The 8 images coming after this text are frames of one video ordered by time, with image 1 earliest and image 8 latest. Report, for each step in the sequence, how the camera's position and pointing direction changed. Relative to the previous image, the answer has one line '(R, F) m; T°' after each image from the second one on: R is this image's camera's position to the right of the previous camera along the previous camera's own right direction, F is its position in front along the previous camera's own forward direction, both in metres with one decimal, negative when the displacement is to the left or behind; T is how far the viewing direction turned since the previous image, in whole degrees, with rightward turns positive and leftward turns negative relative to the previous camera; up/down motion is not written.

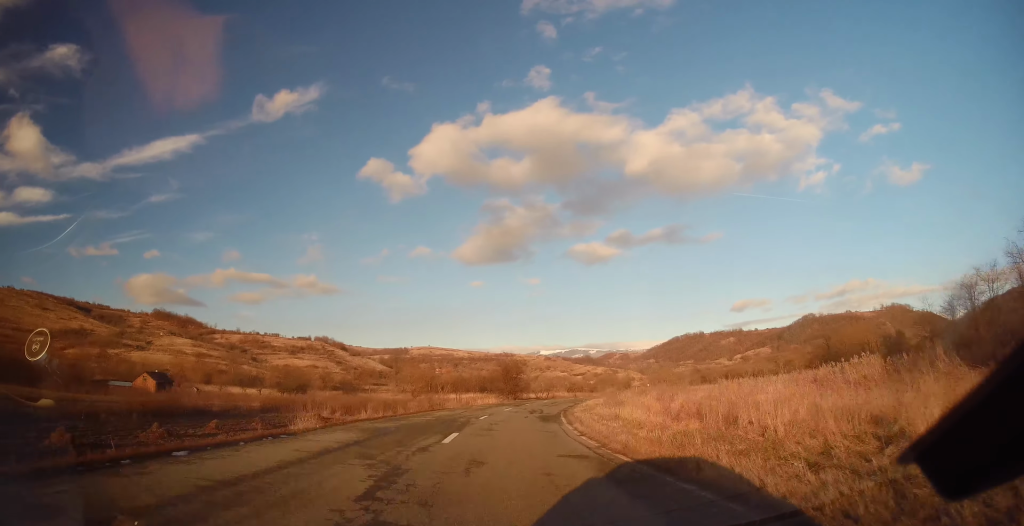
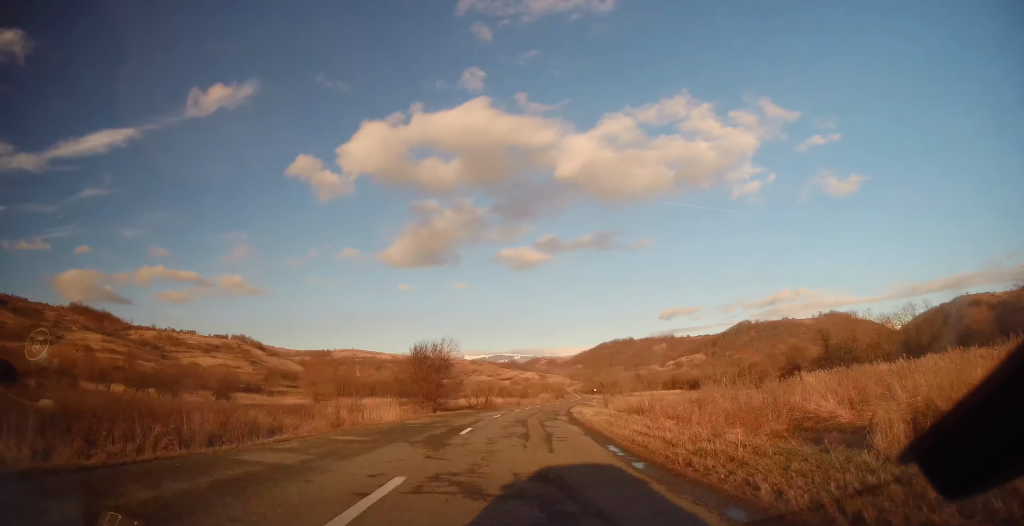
(+1.9, +32.2) m; +8°
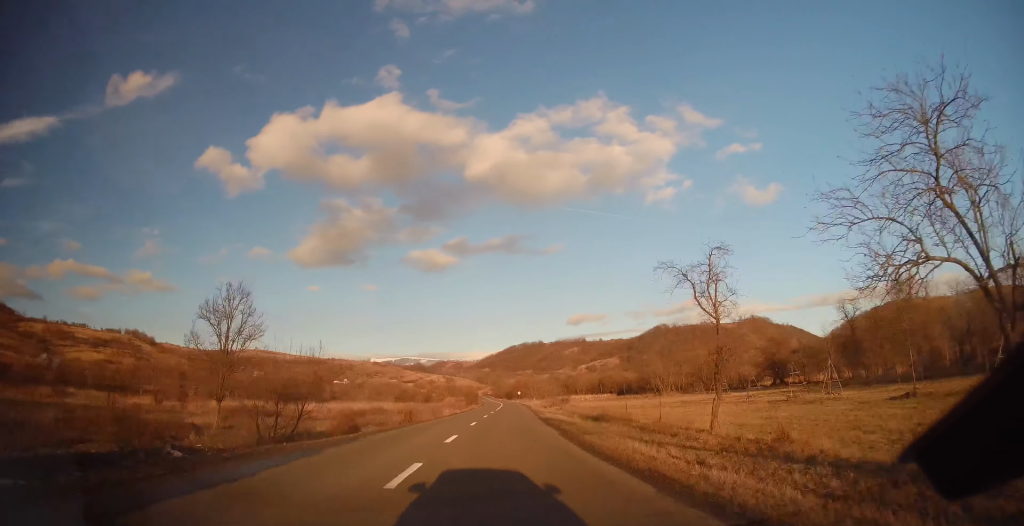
(+3.8, +41.9) m; +8°
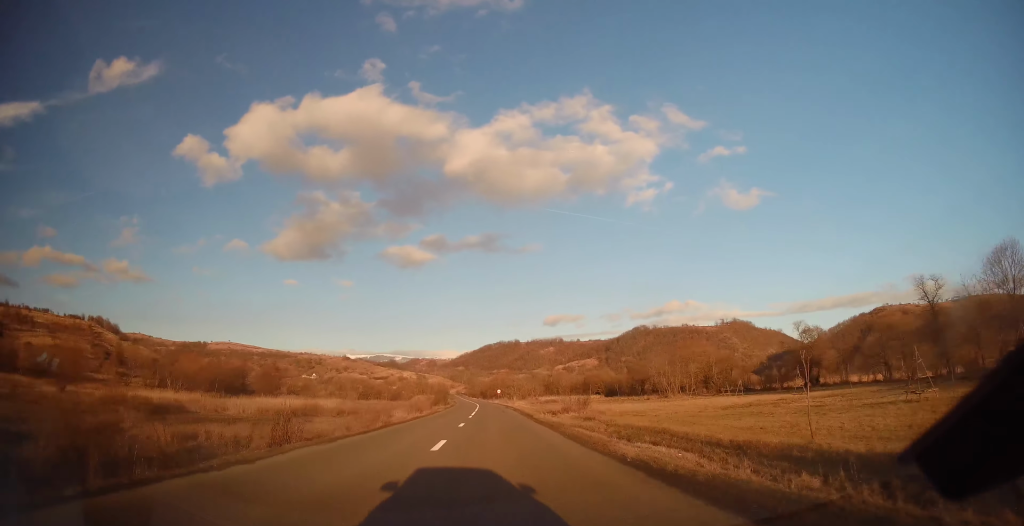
(+0.7, +26.4) m; +1°
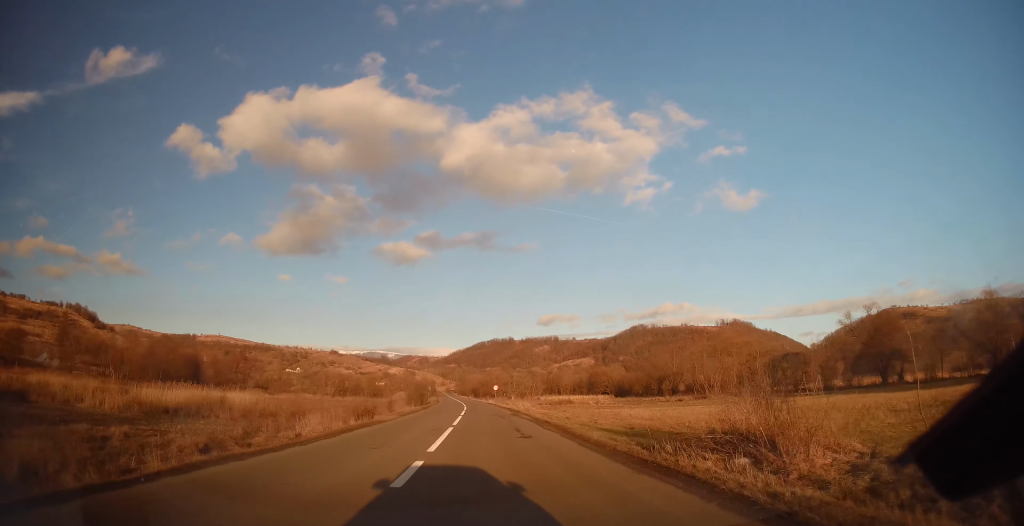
(-0.3, +28.6) m; 0°
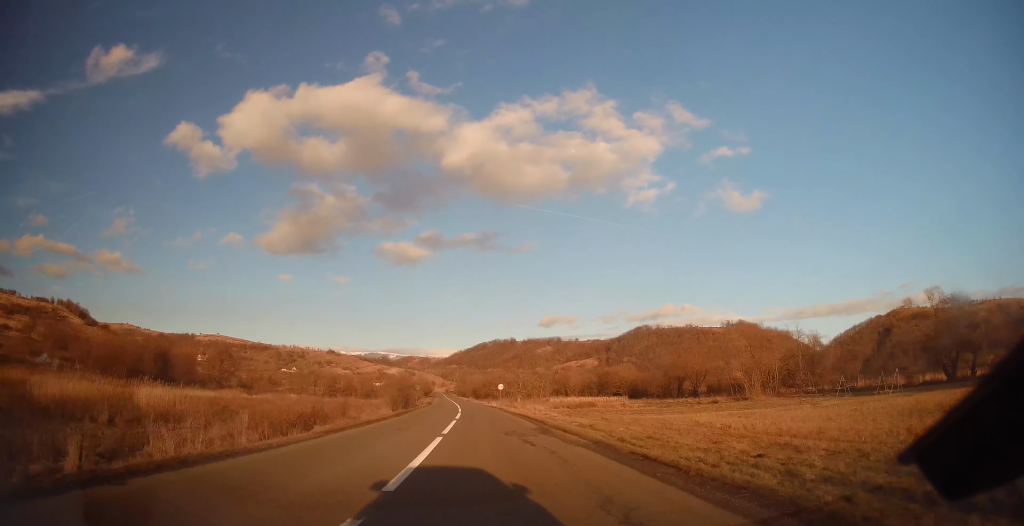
(+0.2, +16.7) m; +1°
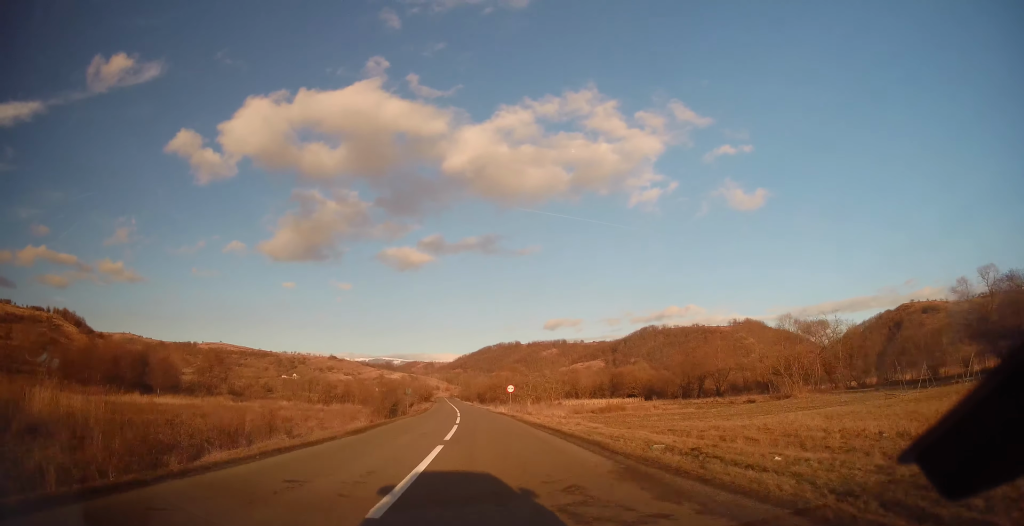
(0.0, +11.8) m; 0°
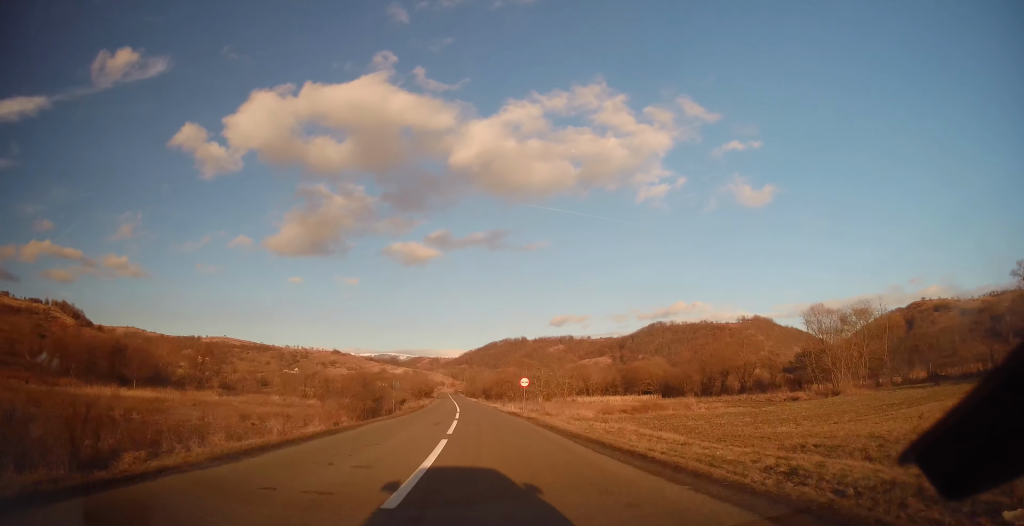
(+0.1, +11.1) m; -1°
